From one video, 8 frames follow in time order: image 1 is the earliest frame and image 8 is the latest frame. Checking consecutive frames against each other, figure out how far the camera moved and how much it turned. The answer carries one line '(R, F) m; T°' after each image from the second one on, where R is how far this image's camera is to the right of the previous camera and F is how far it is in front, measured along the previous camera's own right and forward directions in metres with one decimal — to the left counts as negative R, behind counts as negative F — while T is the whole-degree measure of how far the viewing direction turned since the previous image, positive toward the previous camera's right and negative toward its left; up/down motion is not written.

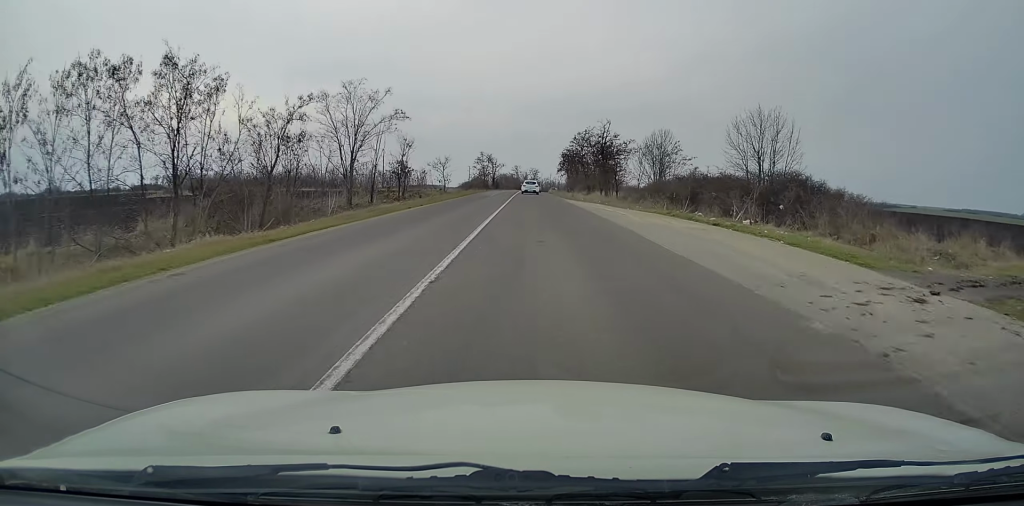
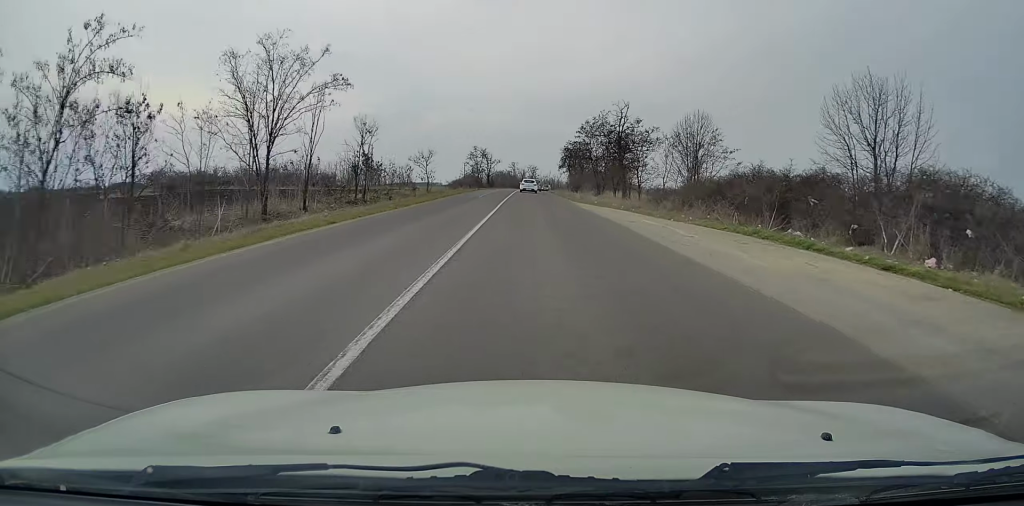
(+0.1, +11.7) m; 0°
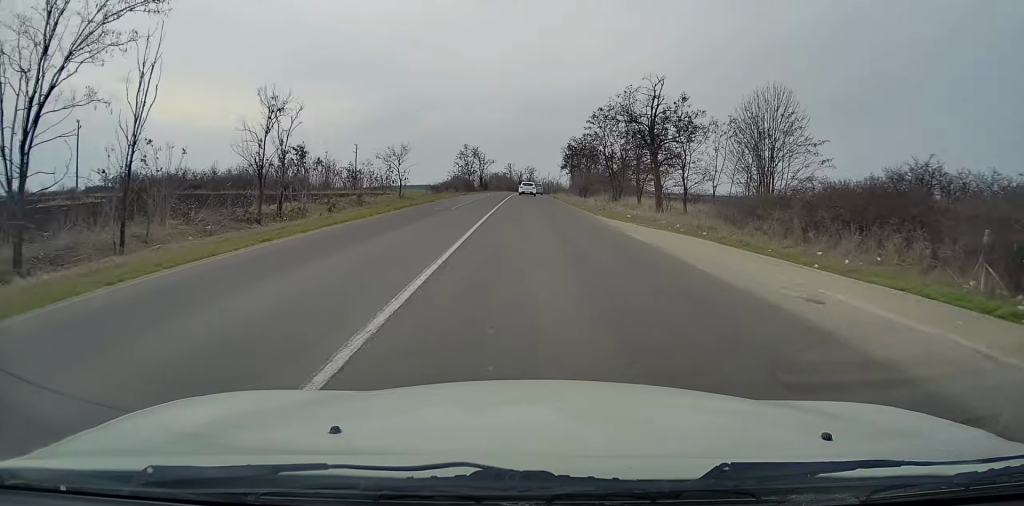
(0.0, +13.2) m; 0°
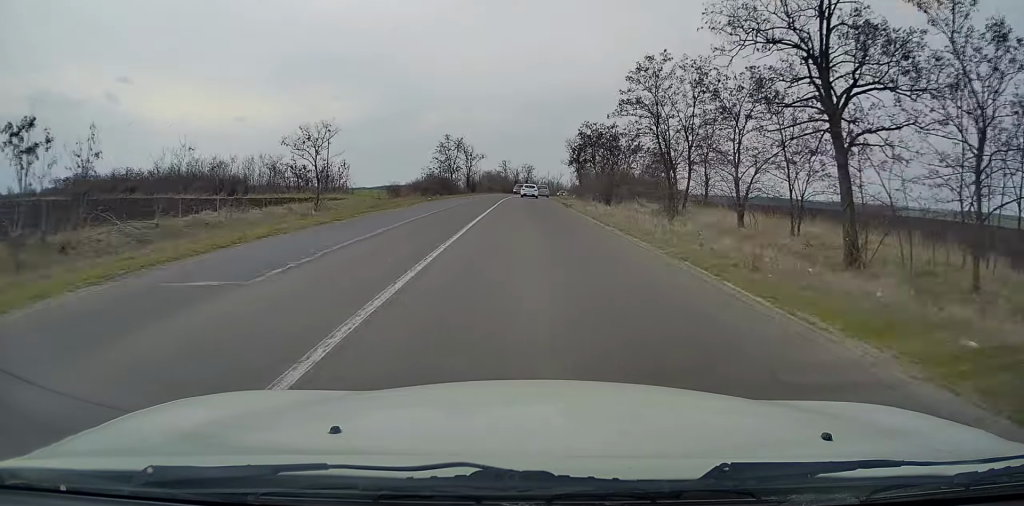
(0.0, +21.0) m; 0°
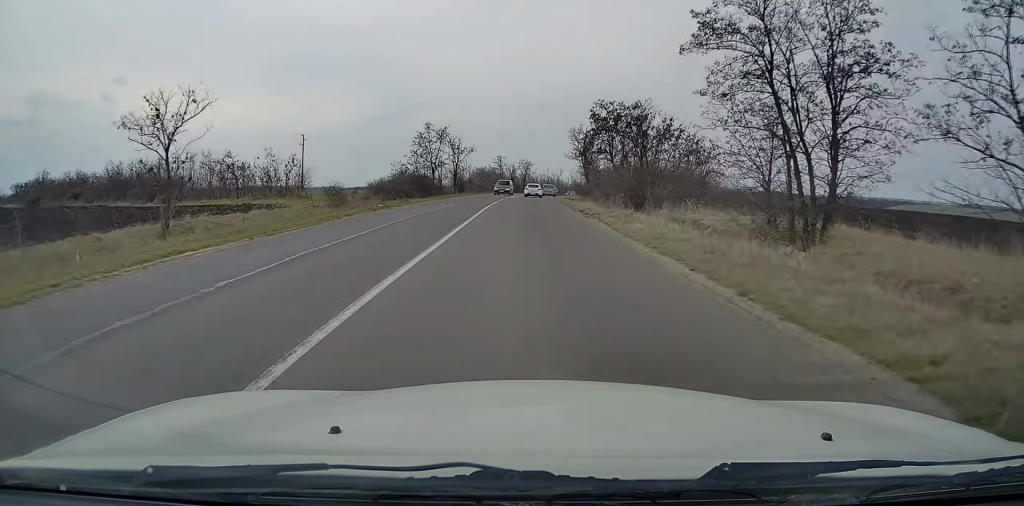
(0.0, +14.4) m; 0°
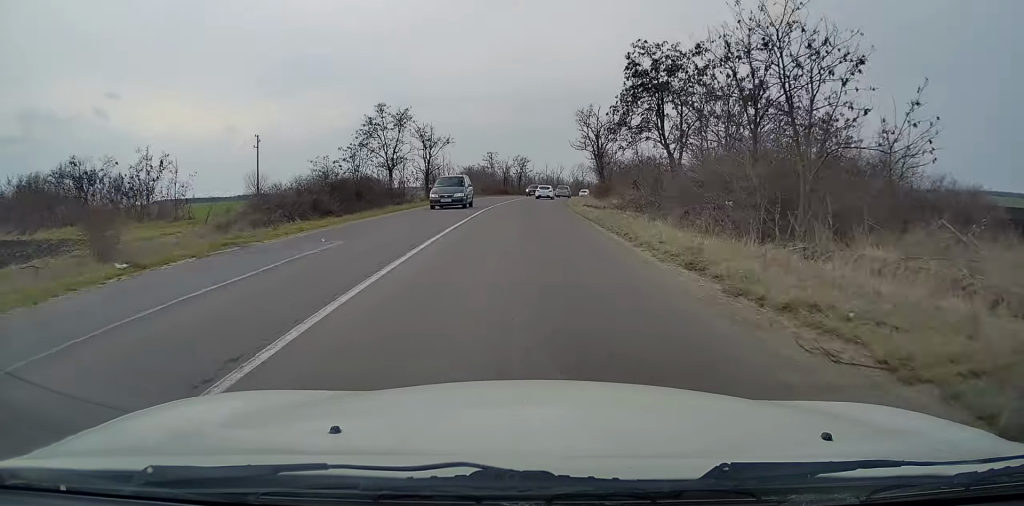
(0.0, +19.8) m; 0°
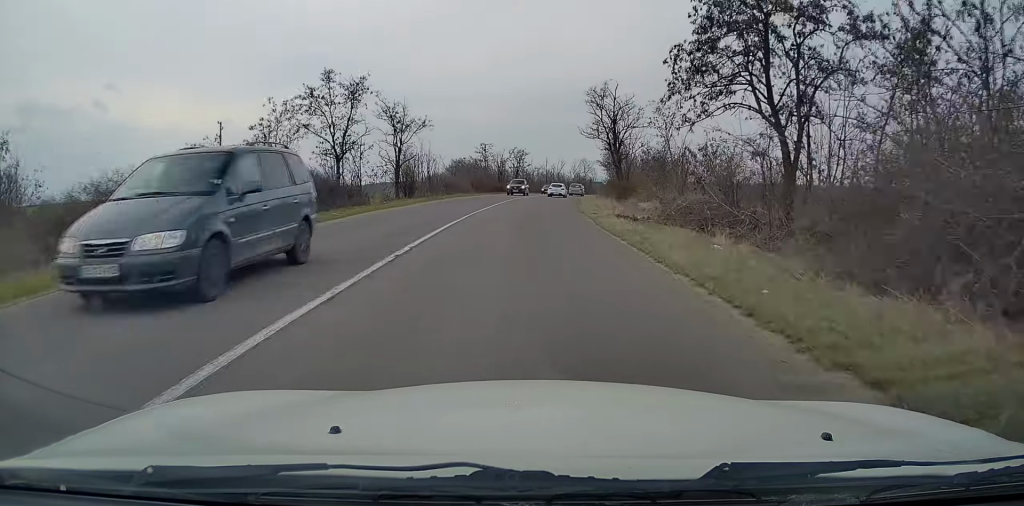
(0.0, +13.1) m; 0°
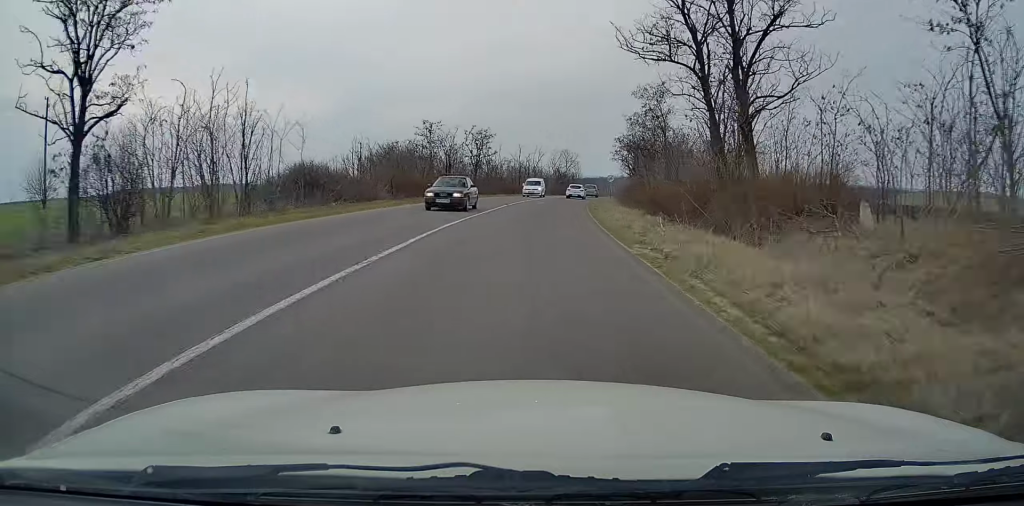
(+0.5, +33.7) m; +2°
